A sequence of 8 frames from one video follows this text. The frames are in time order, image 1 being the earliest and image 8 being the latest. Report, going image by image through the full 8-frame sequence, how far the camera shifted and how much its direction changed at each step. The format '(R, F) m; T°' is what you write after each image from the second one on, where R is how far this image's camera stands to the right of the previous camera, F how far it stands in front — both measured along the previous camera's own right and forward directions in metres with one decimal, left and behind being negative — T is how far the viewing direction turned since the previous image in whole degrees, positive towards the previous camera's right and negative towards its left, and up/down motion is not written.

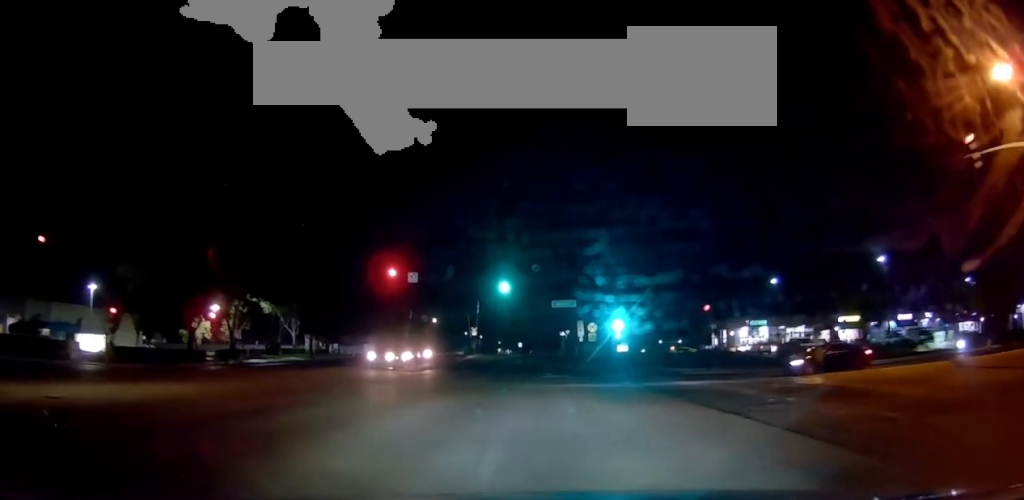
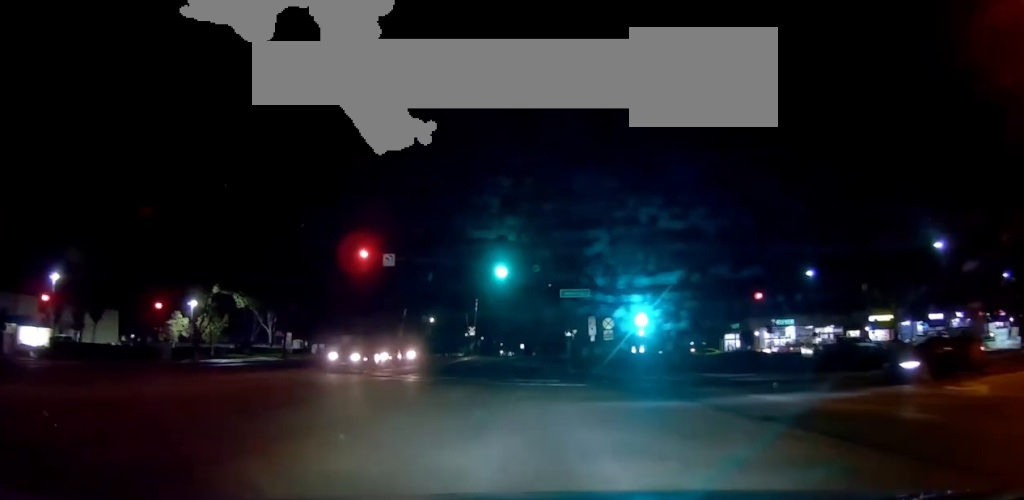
(-0.4, +8.1) m; 0°
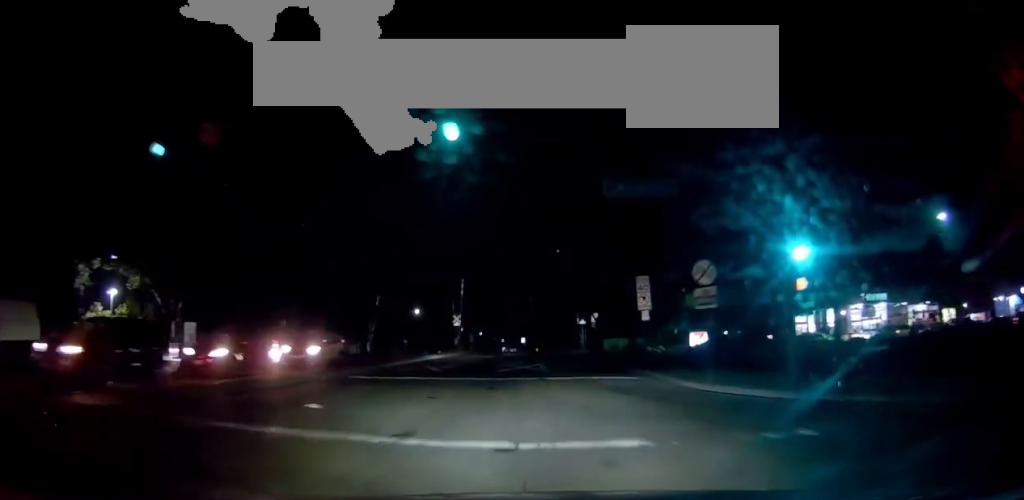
(+0.2, +20.8) m; -3°
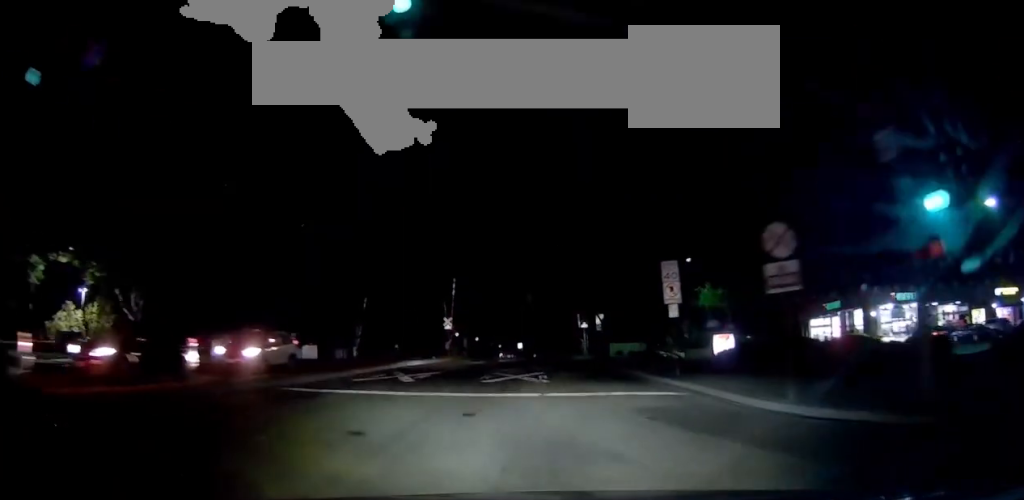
(-0.1, +5.5) m; -1°
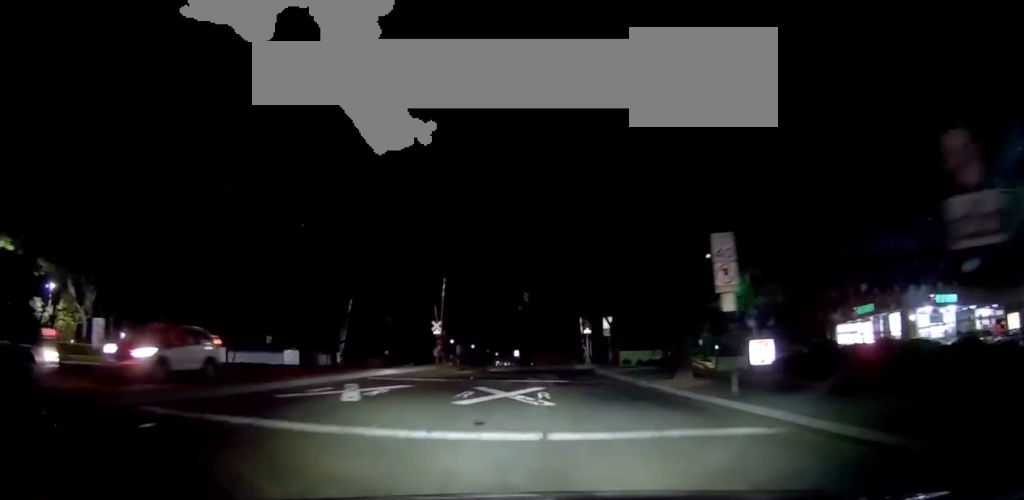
(0.0, +6.0) m; 0°
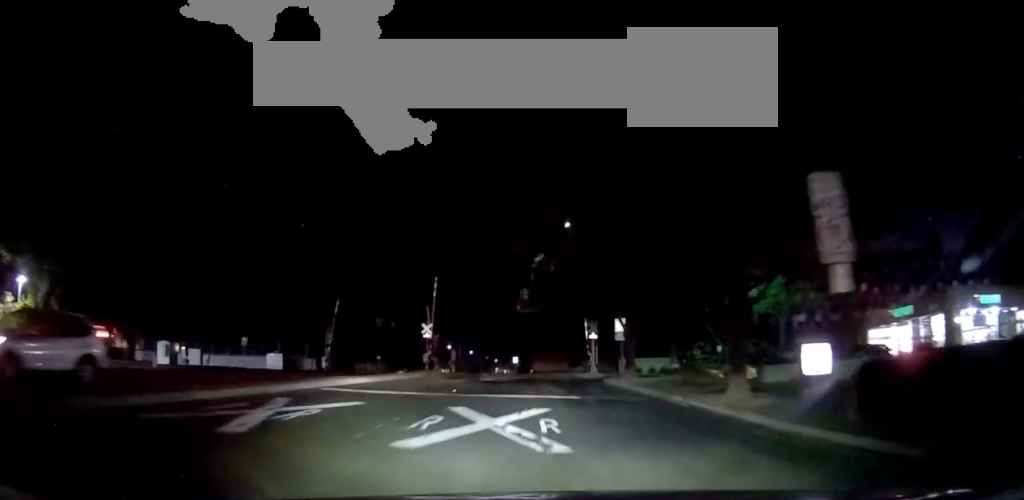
(0.0, +5.5) m; 0°
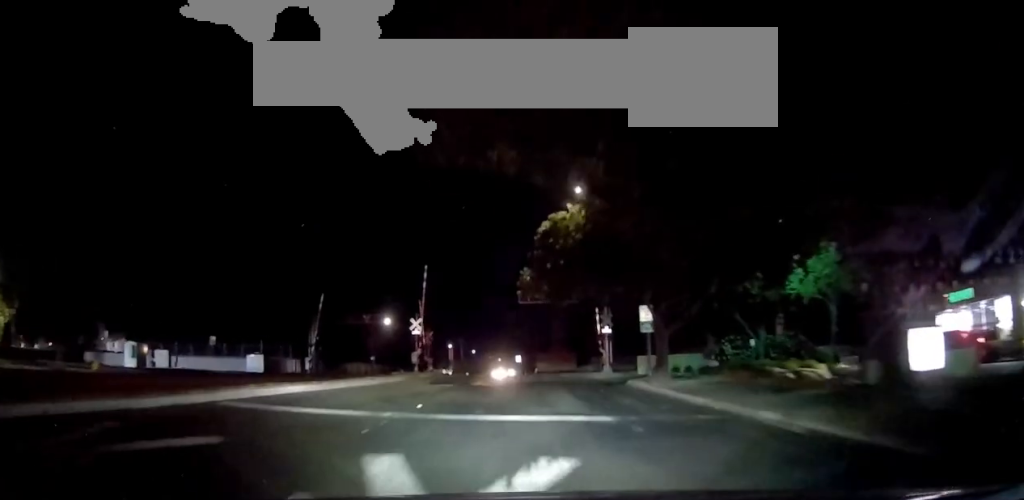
(0.0, +6.9) m; +2°
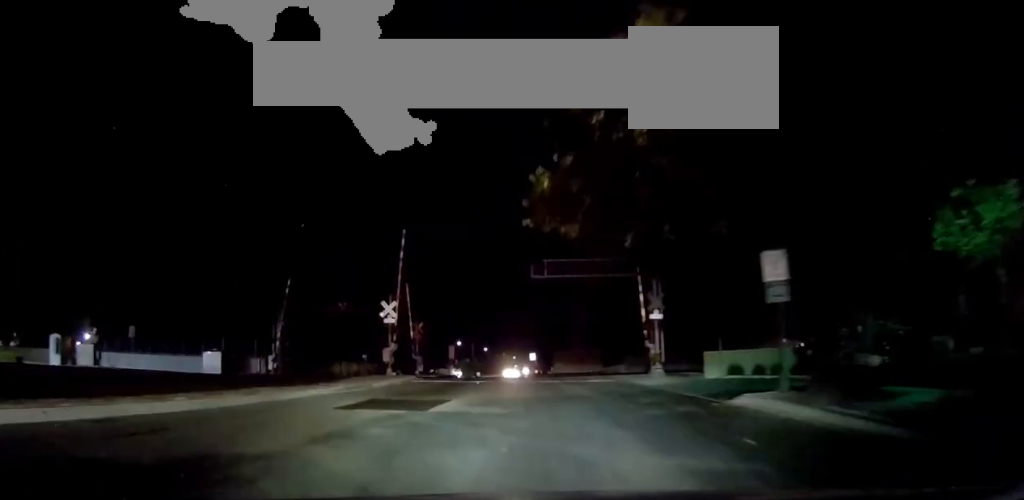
(+0.5, +13.7) m; +2°
